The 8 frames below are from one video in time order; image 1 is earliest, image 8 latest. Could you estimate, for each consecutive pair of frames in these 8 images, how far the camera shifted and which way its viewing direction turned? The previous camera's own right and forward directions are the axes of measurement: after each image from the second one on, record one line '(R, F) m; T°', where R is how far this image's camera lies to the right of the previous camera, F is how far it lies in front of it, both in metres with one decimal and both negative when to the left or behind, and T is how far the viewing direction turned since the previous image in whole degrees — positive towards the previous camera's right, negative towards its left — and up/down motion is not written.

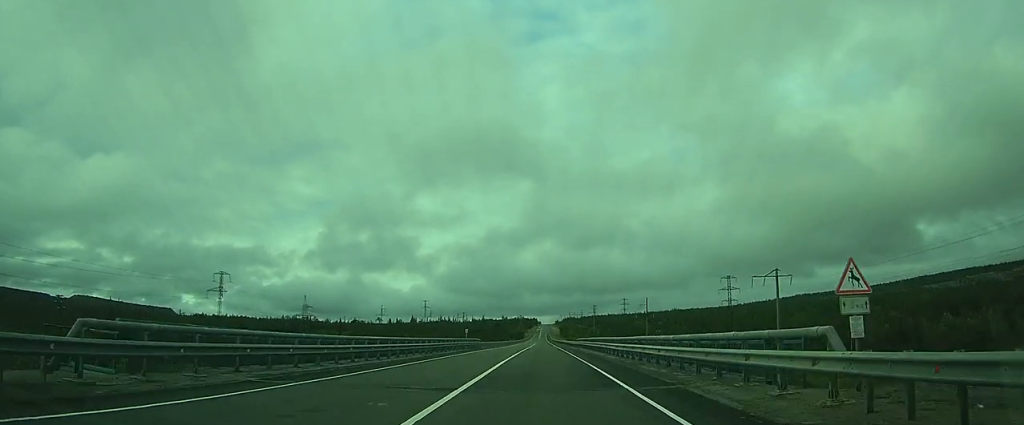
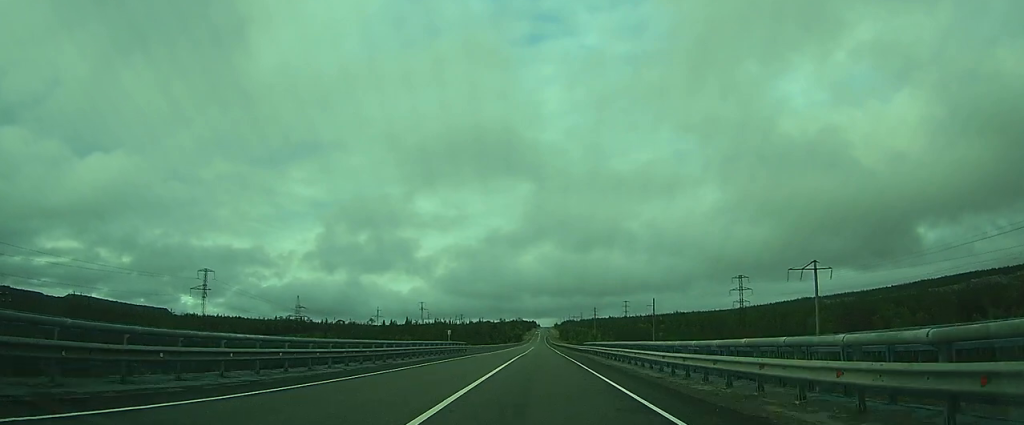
(0.0, +11.8) m; 0°
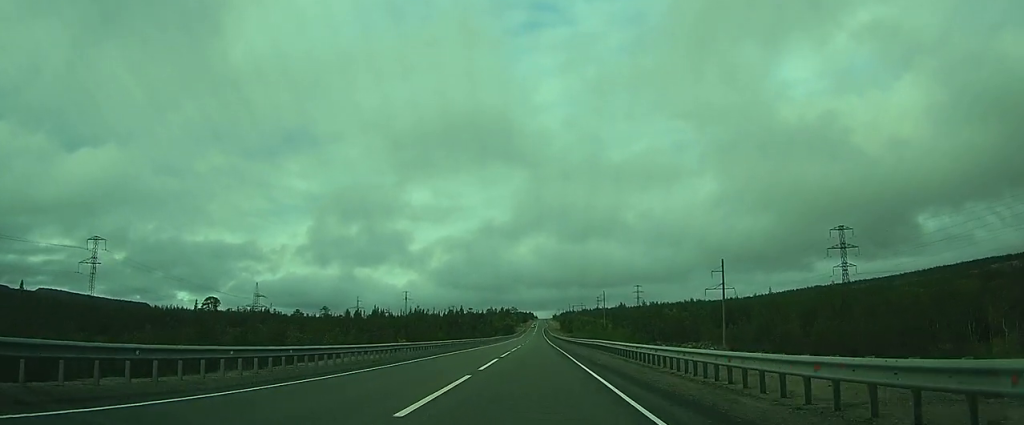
(+0.9, +62.4) m; 0°
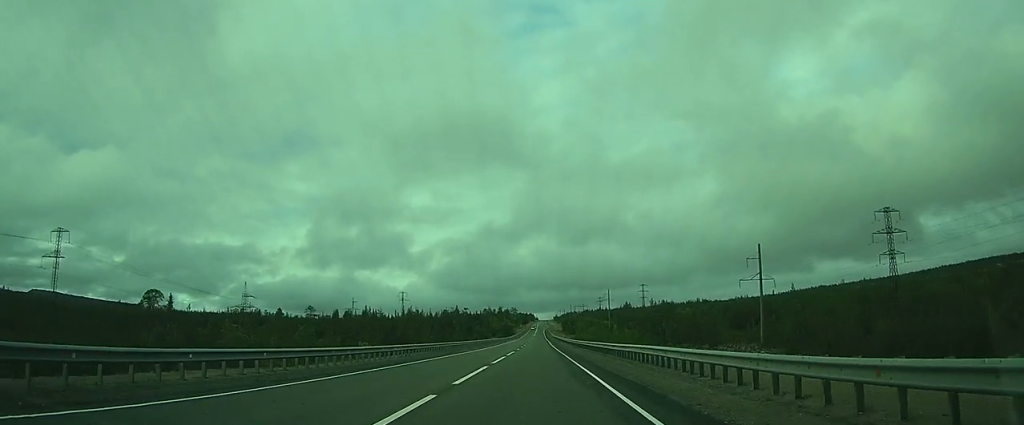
(-0.2, +16.2) m; -1°
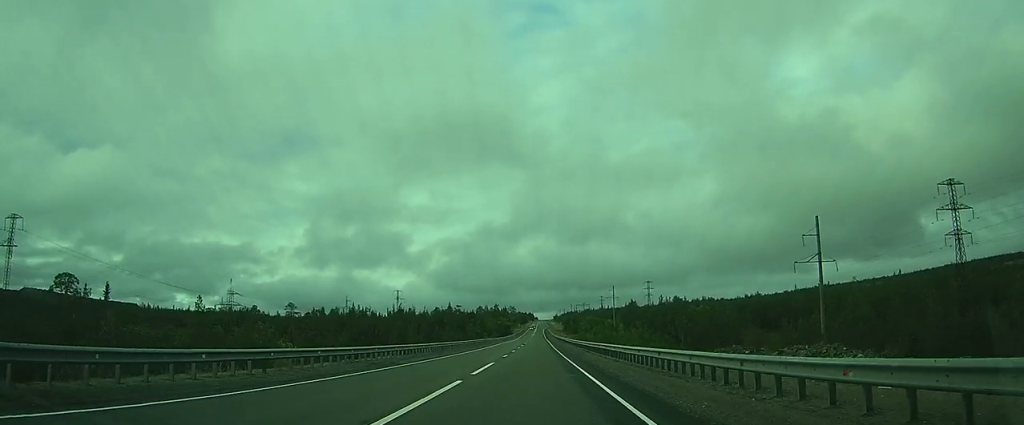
(0.0, +17.8) m; +1°
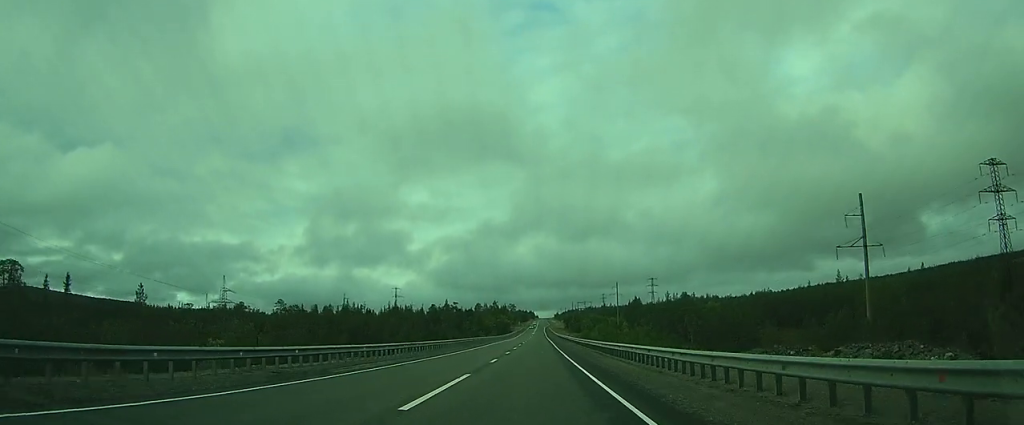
(+0.1, +9.2) m; 0°
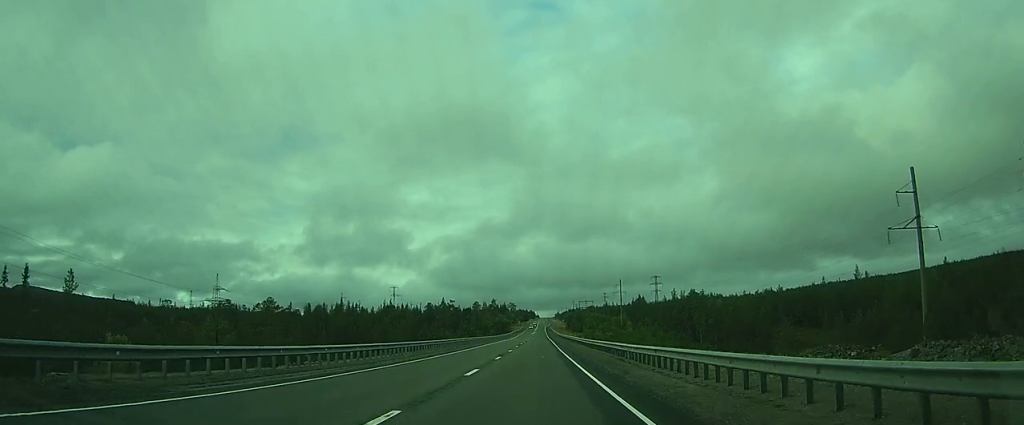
(+0.1, +8.5) m; 0°
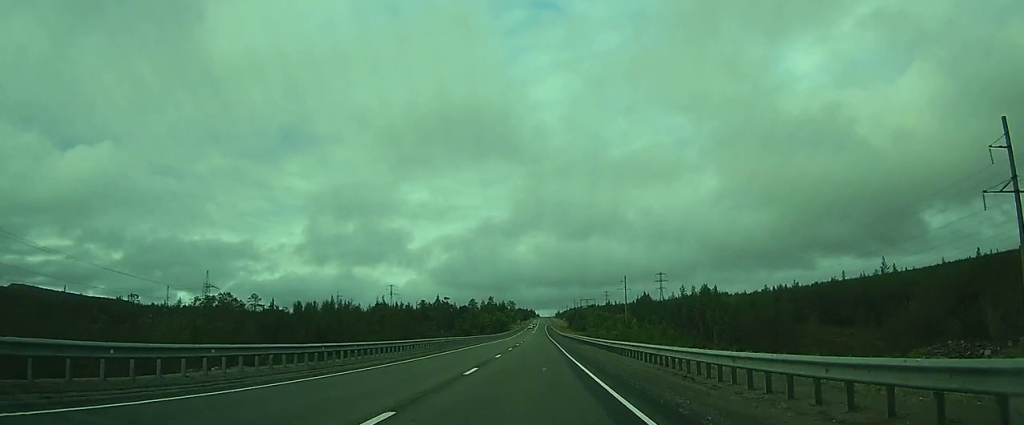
(+0.1, +11.3) m; 0°
